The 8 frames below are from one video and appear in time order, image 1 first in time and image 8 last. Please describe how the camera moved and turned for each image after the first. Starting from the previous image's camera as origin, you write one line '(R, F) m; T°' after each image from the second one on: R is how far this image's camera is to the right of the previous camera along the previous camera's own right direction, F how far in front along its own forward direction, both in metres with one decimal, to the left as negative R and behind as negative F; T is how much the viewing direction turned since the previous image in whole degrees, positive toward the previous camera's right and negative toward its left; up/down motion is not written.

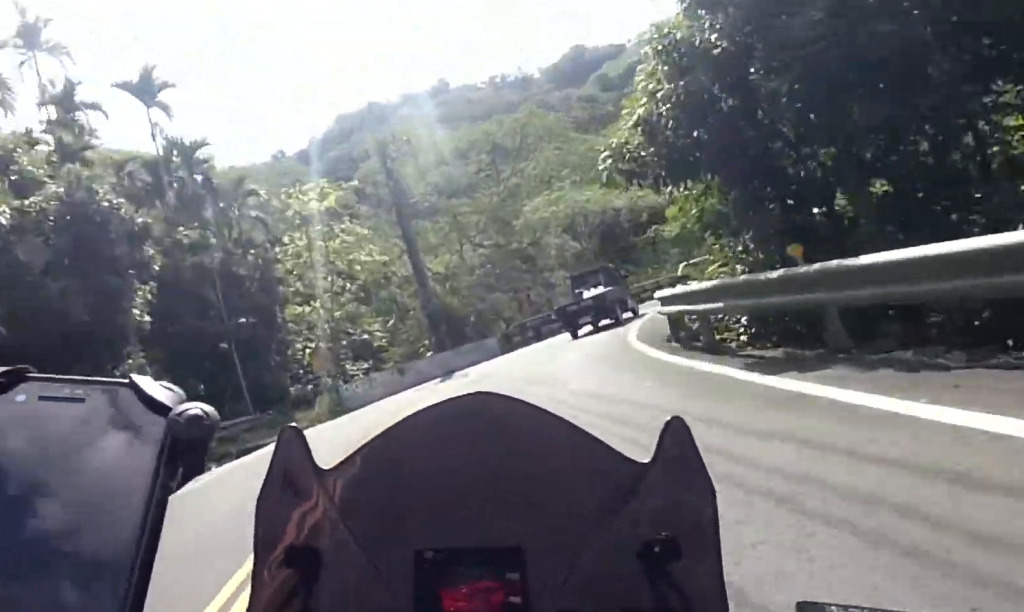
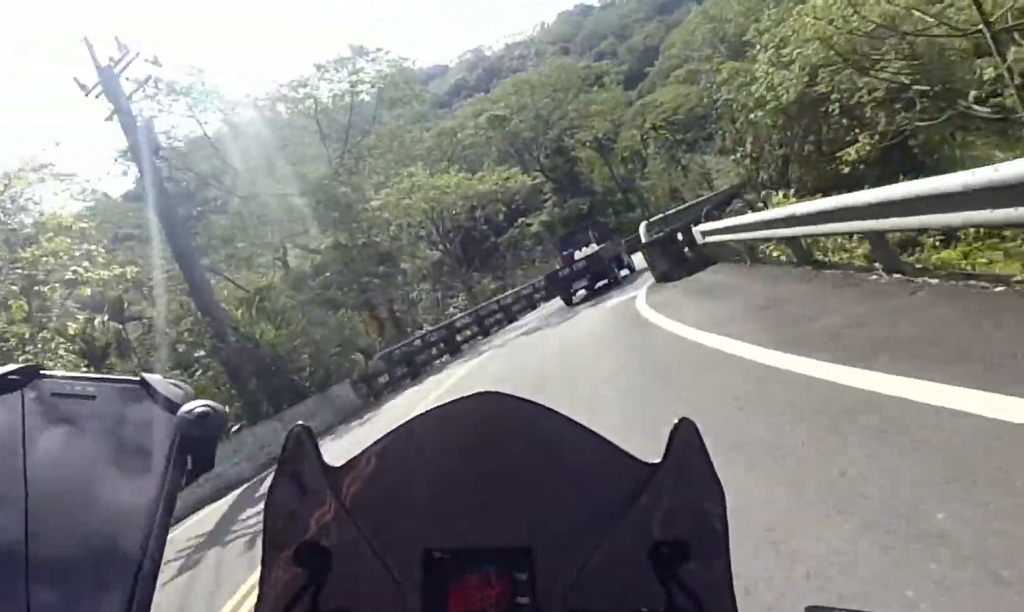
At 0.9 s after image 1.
(+0.1, +10.7) m; +6°
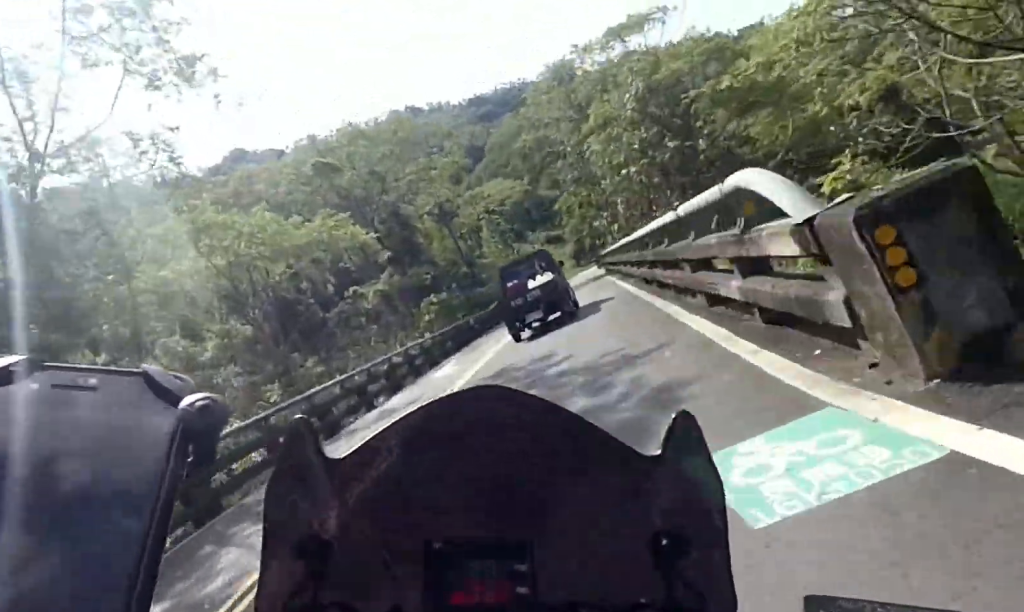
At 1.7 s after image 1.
(+1.0, +11.2) m; +10°
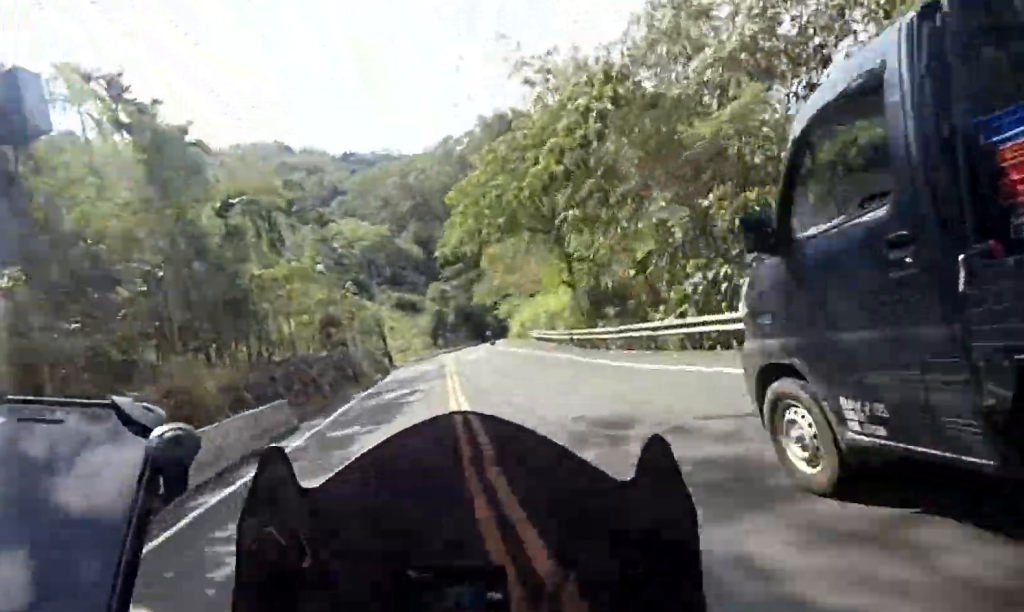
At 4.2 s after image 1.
(+7.2, +38.5) m; +18°
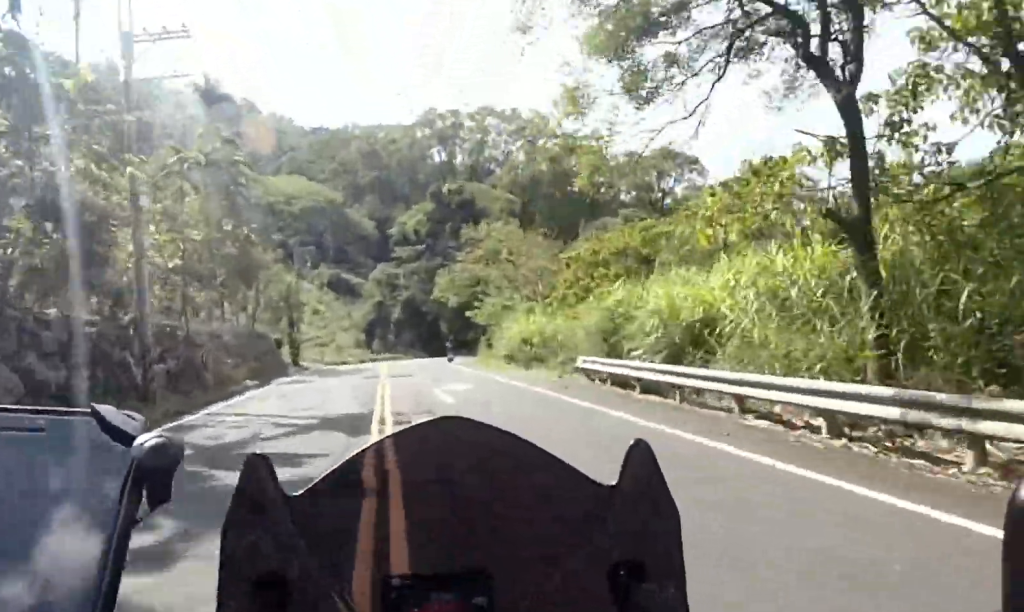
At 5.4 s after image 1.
(+1.2, +22.1) m; +3°
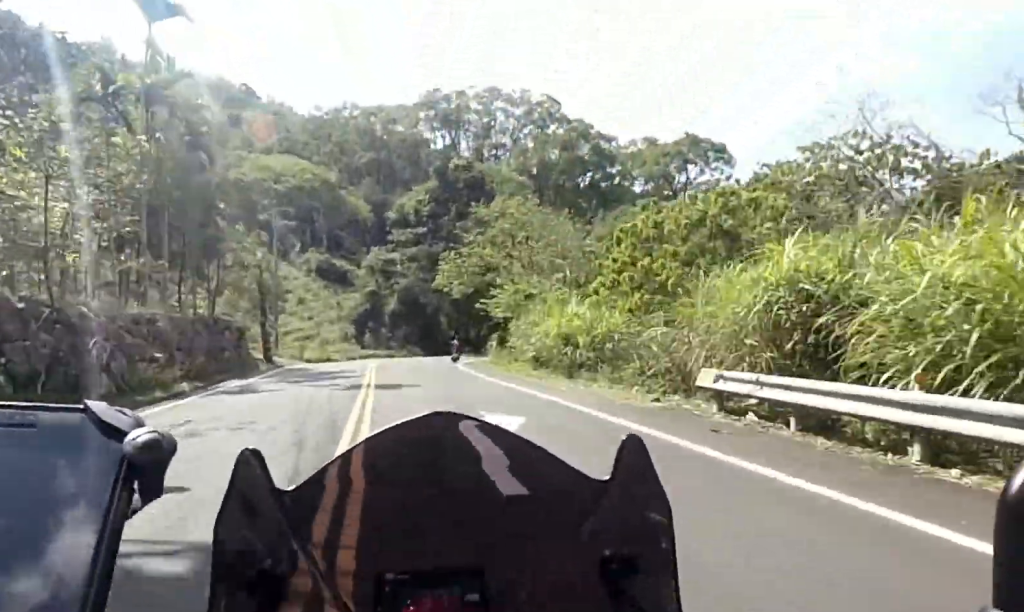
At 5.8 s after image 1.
(0.0, +7.4) m; 0°
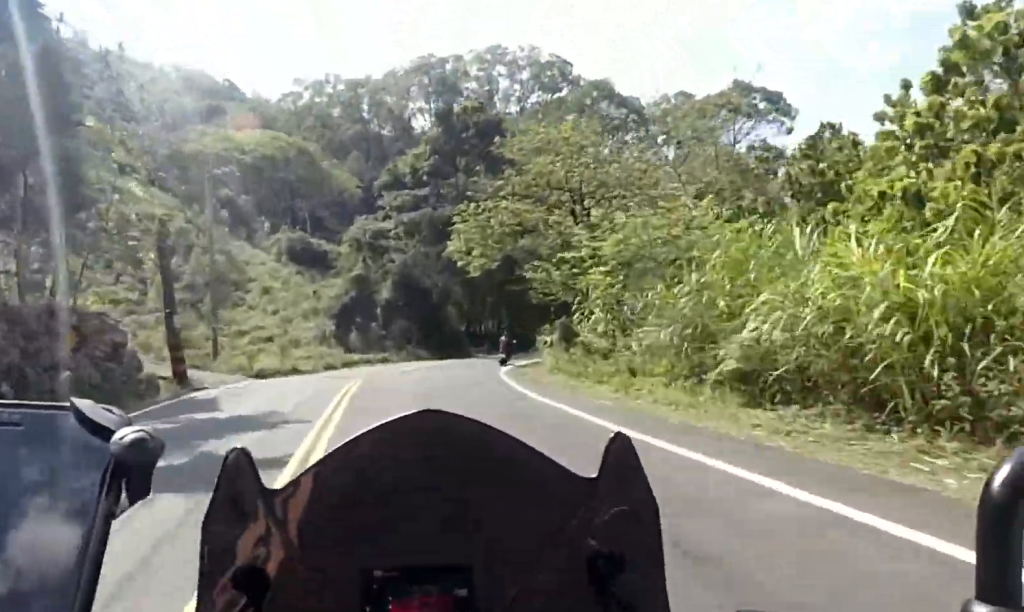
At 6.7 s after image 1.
(0.0, +14.3) m; +8°
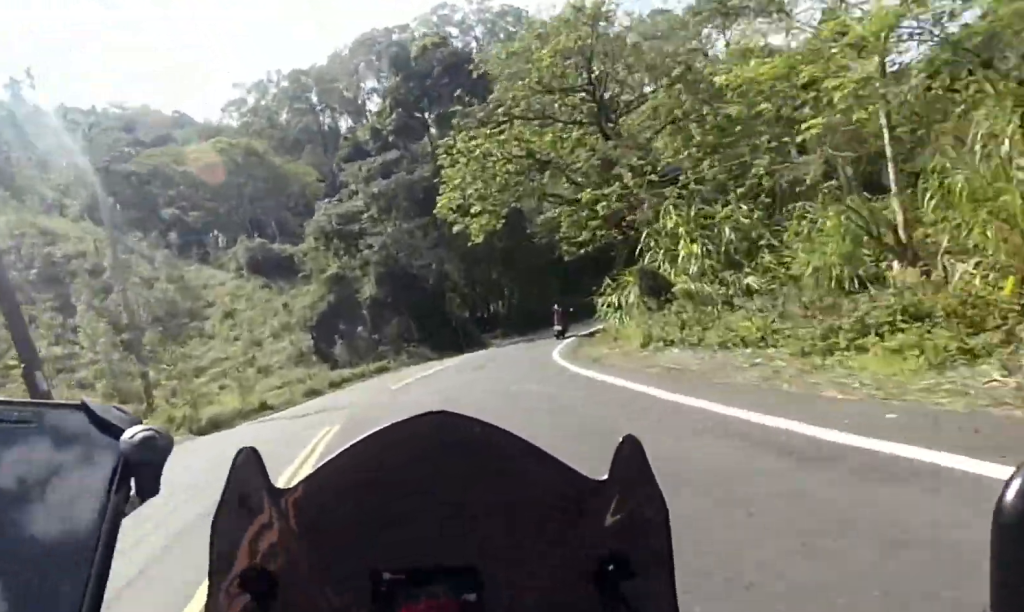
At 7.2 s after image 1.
(+0.3, +7.8) m; +6°
